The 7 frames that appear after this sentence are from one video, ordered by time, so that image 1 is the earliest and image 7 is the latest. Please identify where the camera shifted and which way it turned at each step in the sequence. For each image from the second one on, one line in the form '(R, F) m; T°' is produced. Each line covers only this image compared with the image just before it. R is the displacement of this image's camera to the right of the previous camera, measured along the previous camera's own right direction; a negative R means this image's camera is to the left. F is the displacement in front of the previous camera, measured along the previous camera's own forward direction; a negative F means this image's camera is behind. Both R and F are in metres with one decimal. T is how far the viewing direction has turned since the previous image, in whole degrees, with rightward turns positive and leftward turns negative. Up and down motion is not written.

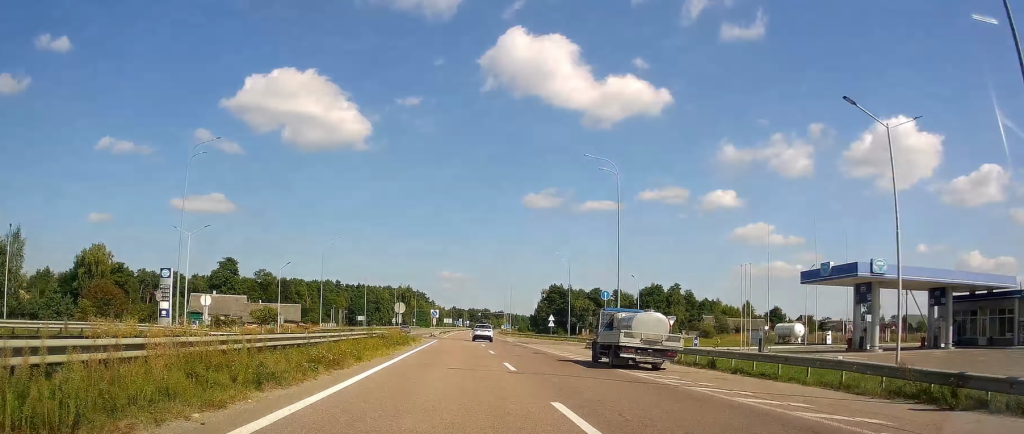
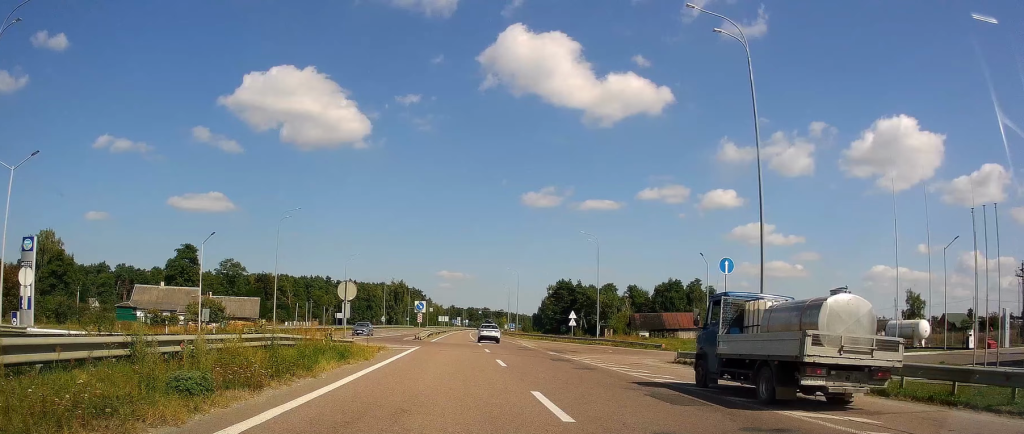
(-0.5, +22.9) m; 0°
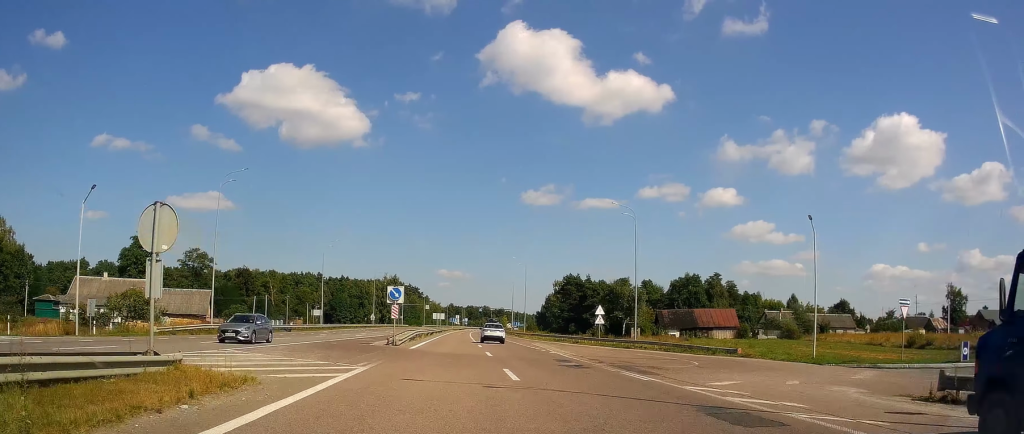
(+0.1, +18.6) m; +1°
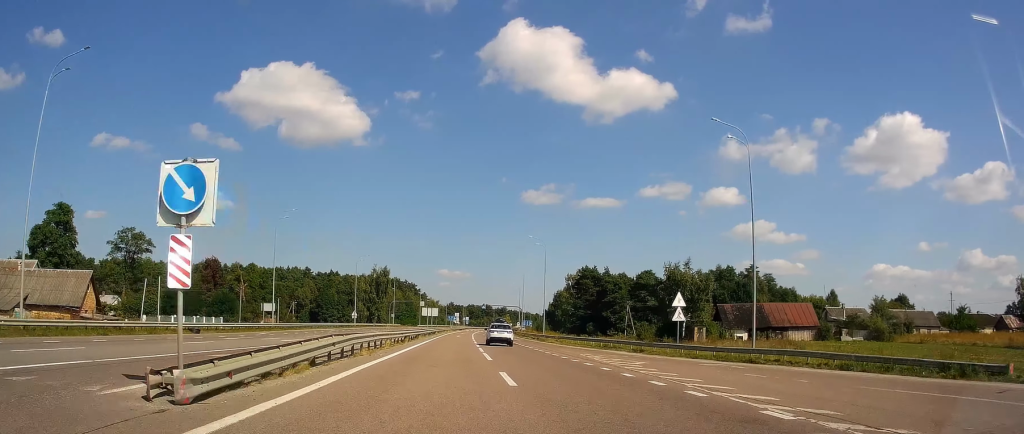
(+0.5, +25.8) m; +1°
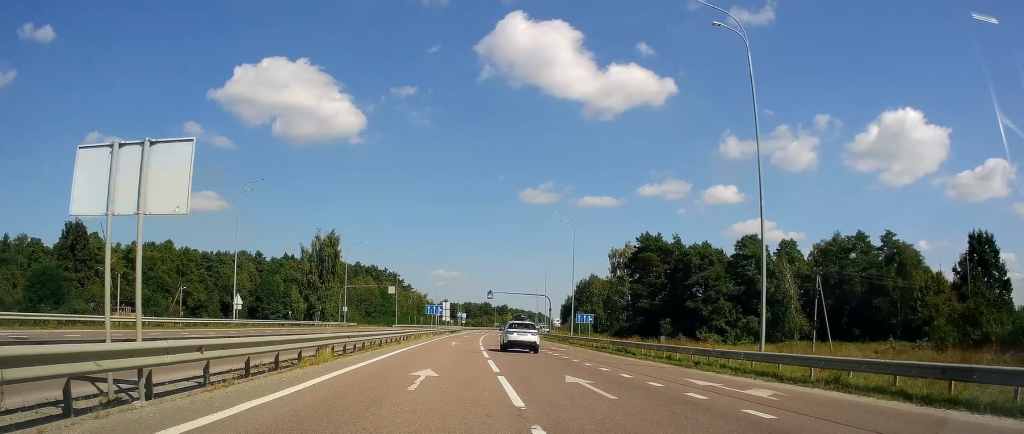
(-1.1, +65.8) m; -1°
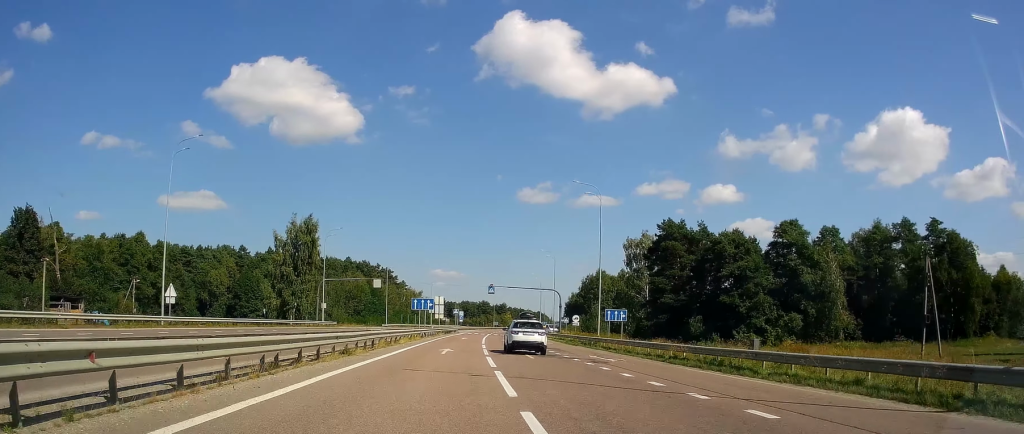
(+0.2, +14.3) m; 0°
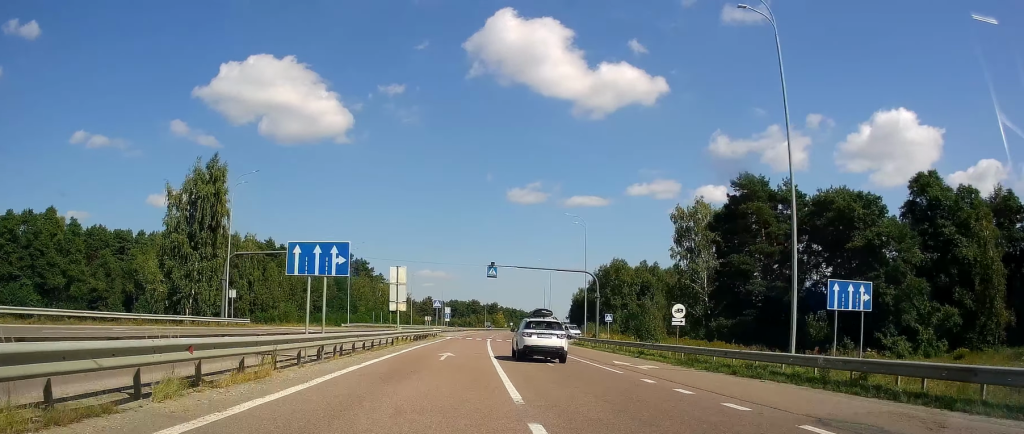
(+0.2, +34.3) m; 0°
